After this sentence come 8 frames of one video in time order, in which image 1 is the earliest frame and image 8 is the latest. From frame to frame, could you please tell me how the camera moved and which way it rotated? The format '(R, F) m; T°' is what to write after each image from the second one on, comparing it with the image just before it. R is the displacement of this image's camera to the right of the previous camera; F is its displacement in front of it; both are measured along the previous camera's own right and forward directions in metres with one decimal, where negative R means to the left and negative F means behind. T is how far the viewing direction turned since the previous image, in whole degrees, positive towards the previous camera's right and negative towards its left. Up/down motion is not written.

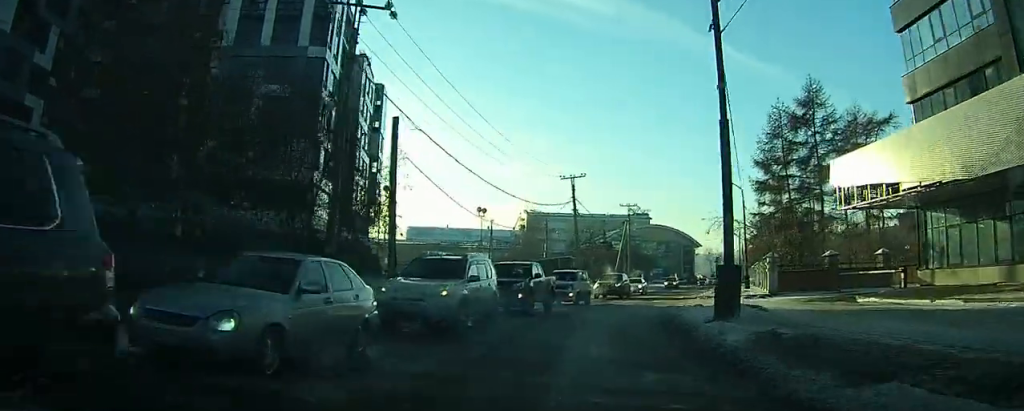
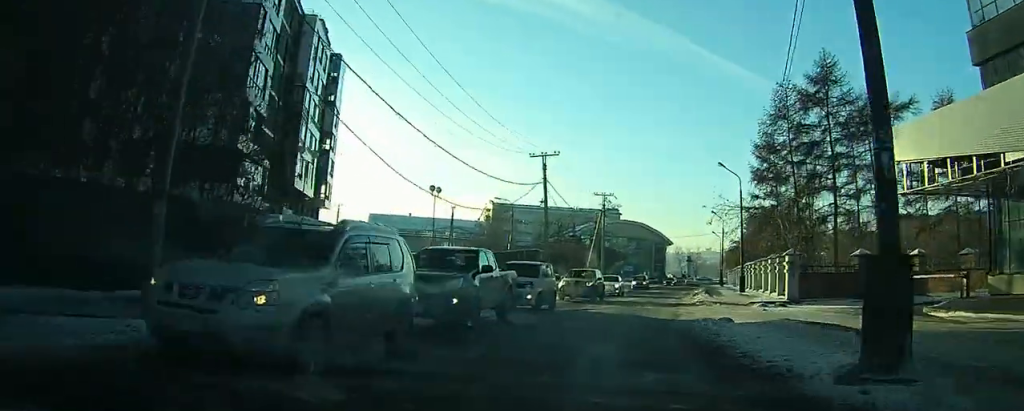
(0.0, +7.2) m; +2°
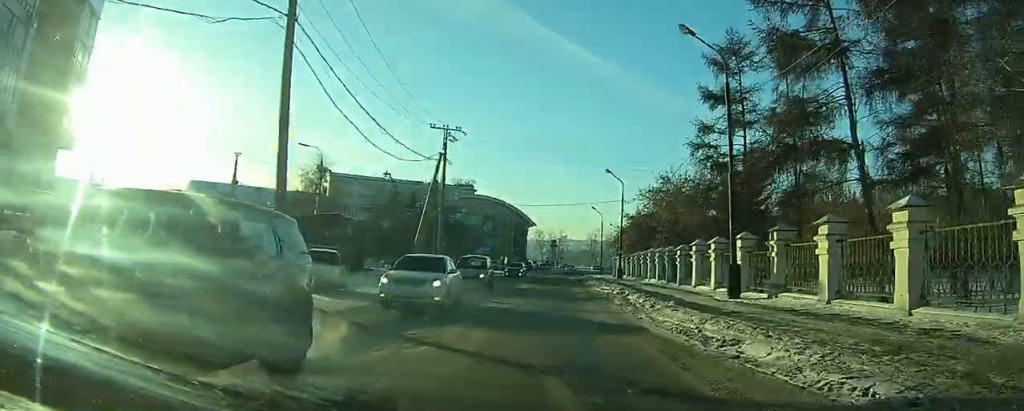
(+6.2, +24.3) m; +21°
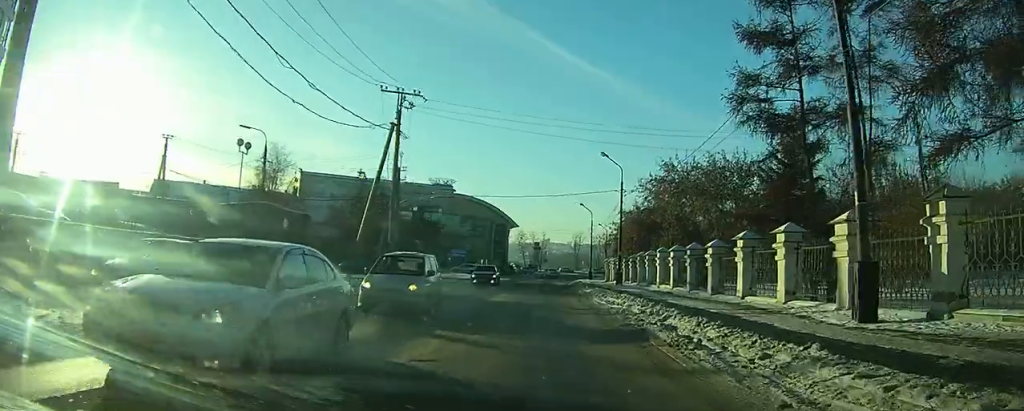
(0.0, +9.7) m; -2°
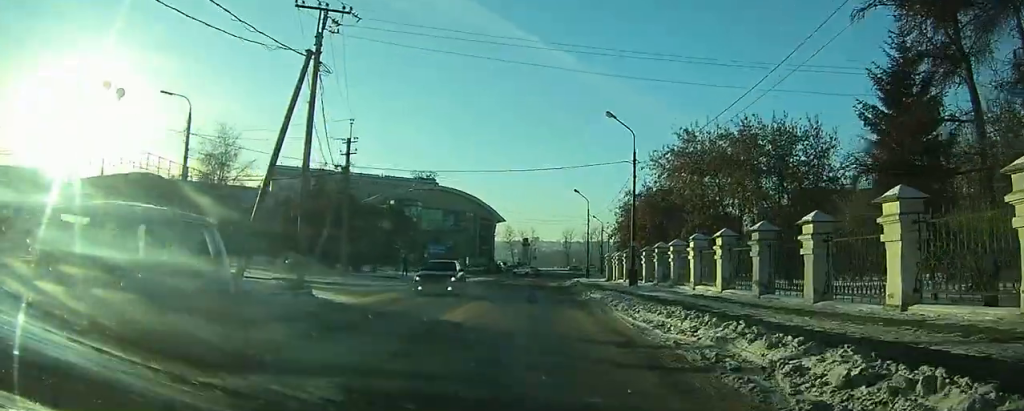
(-0.4, +9.7) m; -4°
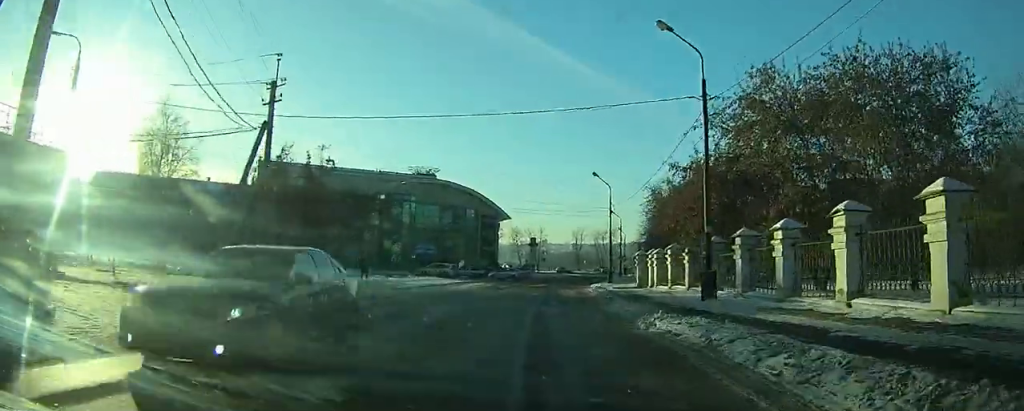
(-0.4, +10.9) m; -2°
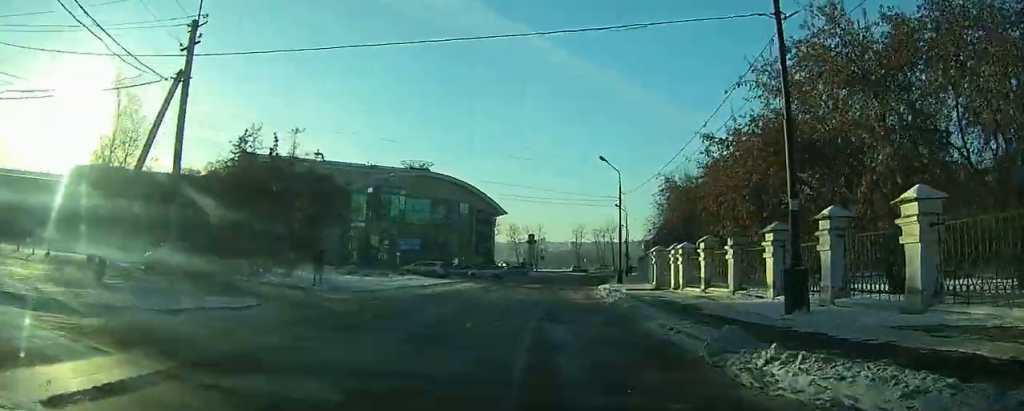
(+0.1, +6.0) m; +1°
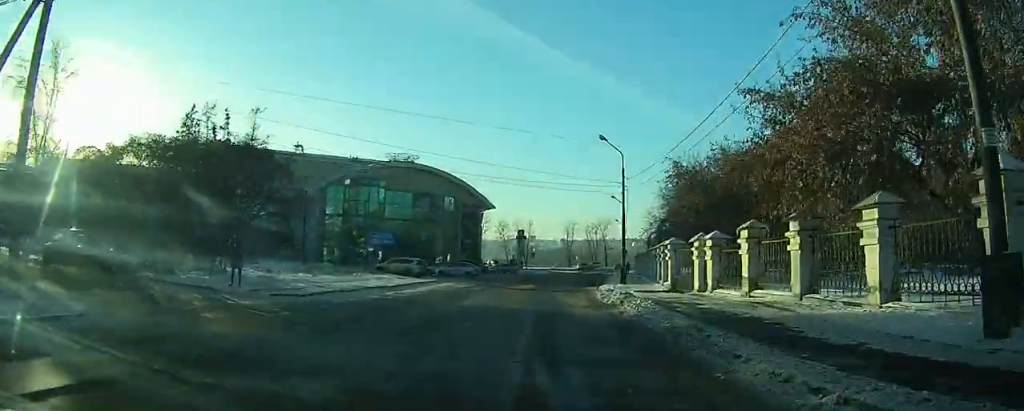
(0.0, +5.7) m; +1°
